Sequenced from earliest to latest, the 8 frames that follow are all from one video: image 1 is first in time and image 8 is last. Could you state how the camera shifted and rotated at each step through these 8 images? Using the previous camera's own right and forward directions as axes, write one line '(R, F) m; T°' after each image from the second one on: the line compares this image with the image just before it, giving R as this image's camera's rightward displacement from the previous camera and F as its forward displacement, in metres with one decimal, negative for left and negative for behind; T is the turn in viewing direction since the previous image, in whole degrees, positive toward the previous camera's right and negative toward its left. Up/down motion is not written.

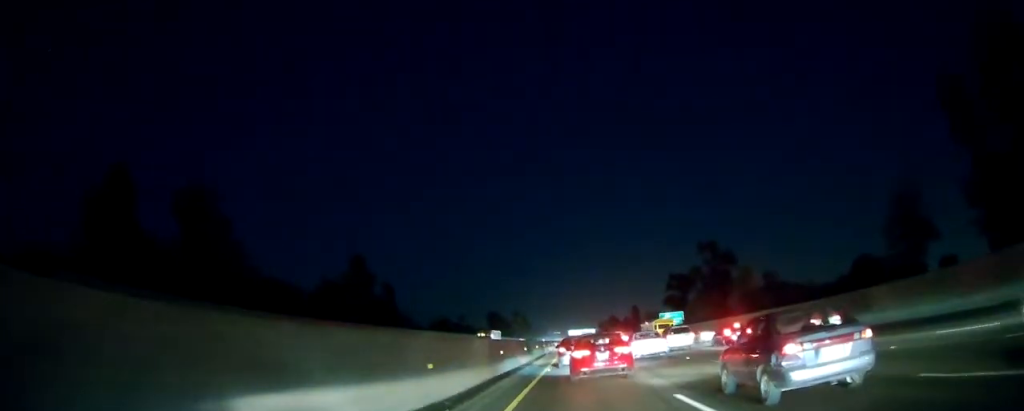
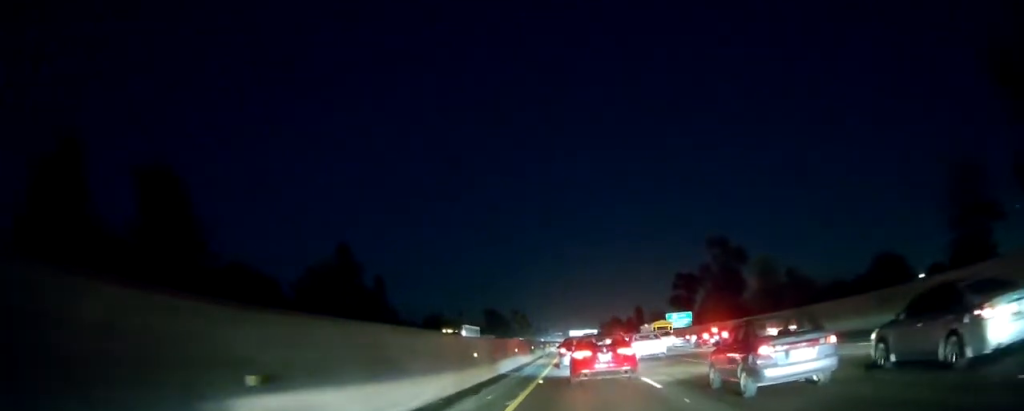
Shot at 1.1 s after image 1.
(0.0, +8.2) m; 0°
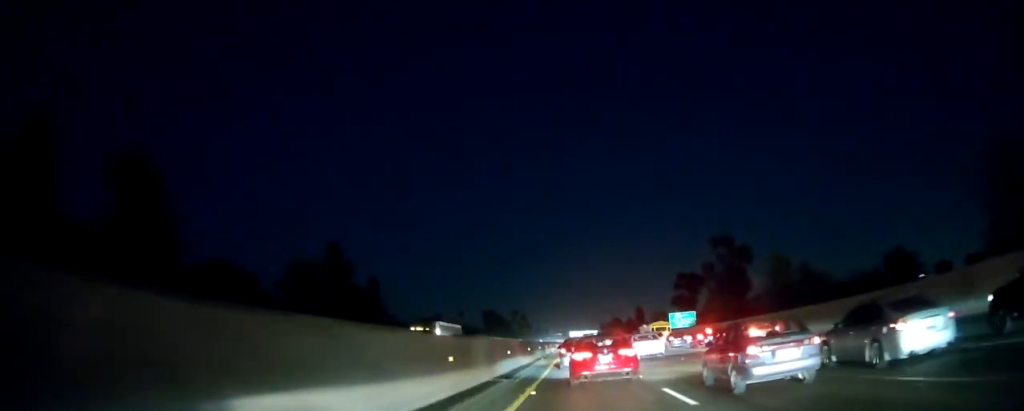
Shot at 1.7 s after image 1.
(0.0, +4.4) m; 0°
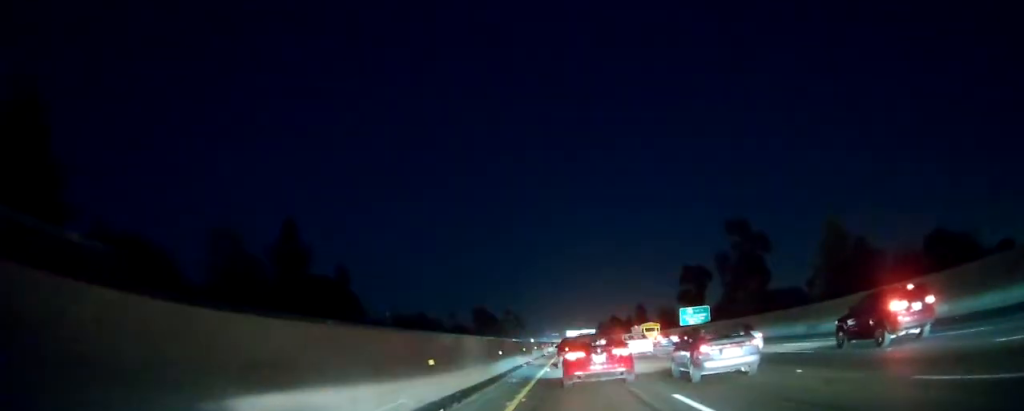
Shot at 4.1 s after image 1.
(0.0, +16.9) m; 0°
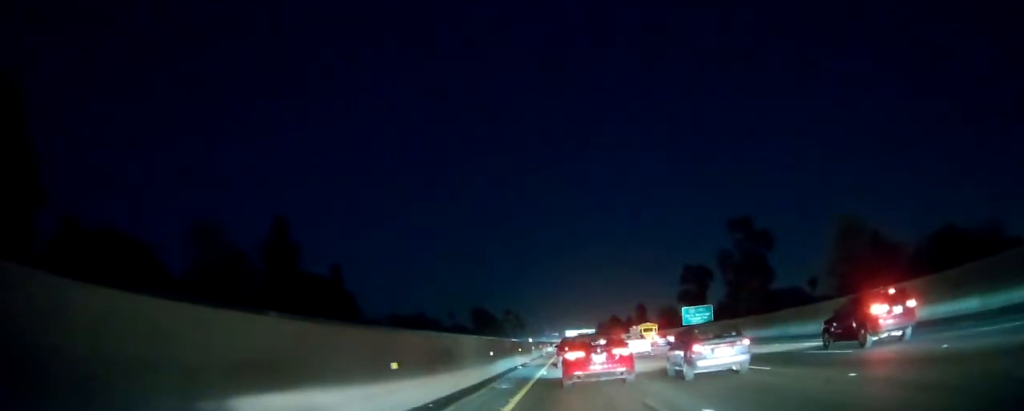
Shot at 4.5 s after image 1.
(0.0, +3.0) m; 0°
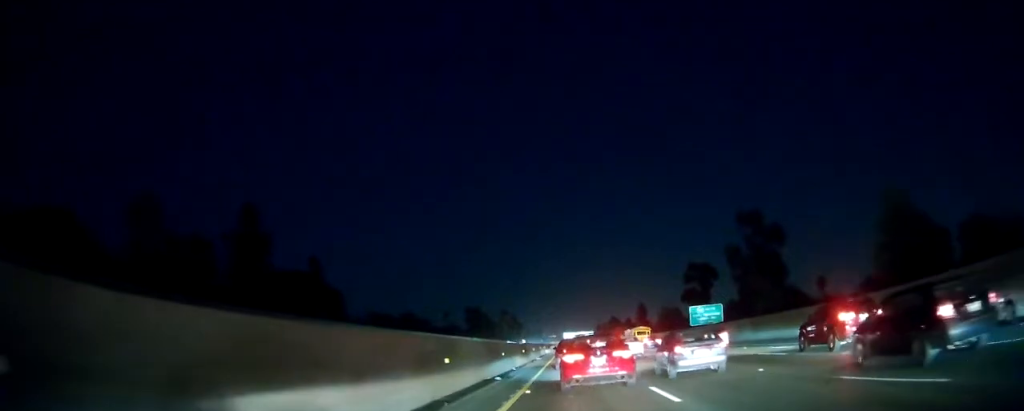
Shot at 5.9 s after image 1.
(-0.2, +9.3) m; -1°
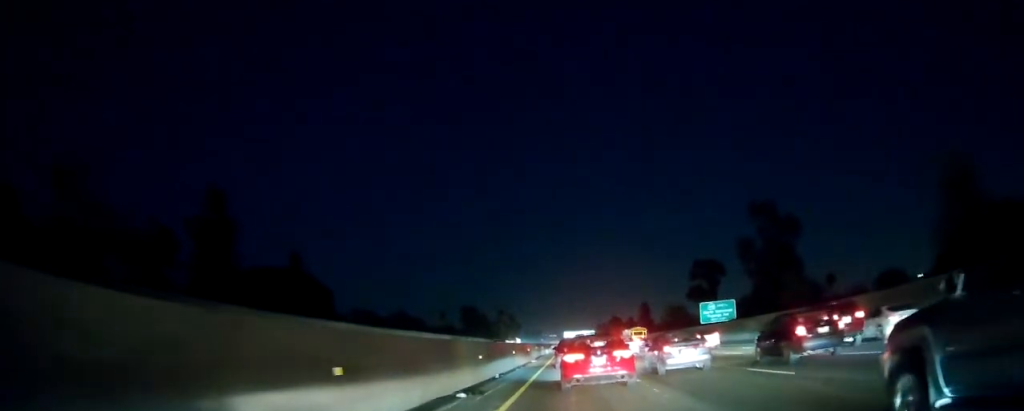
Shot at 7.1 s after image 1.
(0.0, +8.1) m; +1°
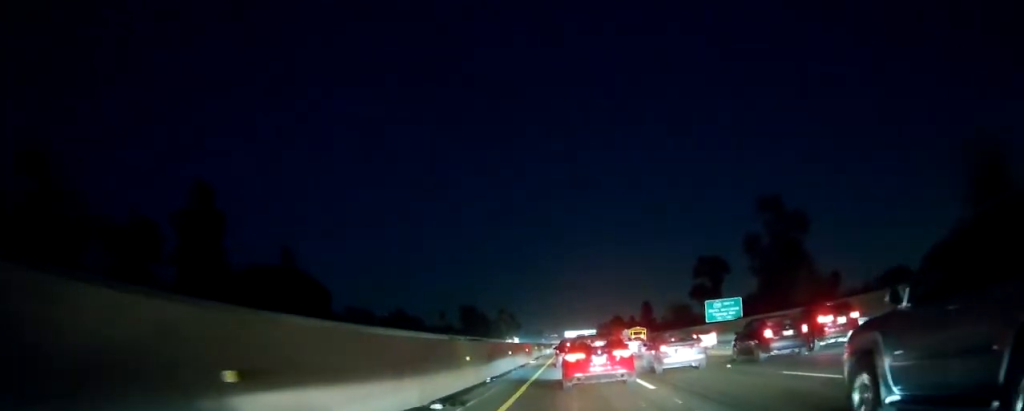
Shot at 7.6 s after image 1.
(0.0, +3.0) m; 0°
